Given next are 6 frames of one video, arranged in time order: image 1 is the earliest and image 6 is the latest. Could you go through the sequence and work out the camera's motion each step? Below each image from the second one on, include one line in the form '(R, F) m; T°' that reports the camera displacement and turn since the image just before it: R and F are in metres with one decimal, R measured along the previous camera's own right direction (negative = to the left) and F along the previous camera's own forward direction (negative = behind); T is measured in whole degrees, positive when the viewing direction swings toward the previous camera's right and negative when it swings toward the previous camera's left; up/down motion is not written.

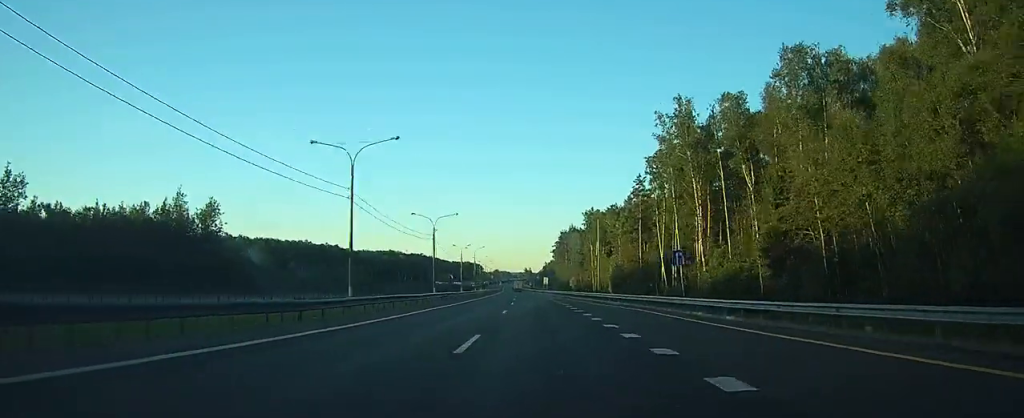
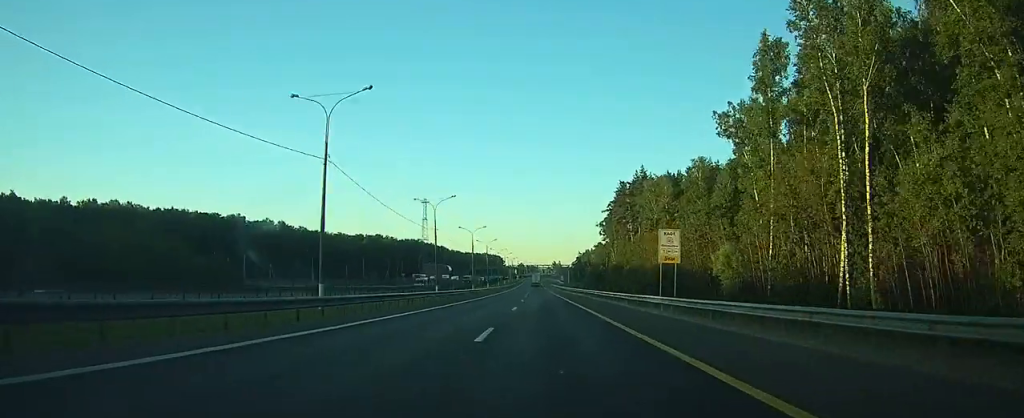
(-3.3, +126.1) m; -3°
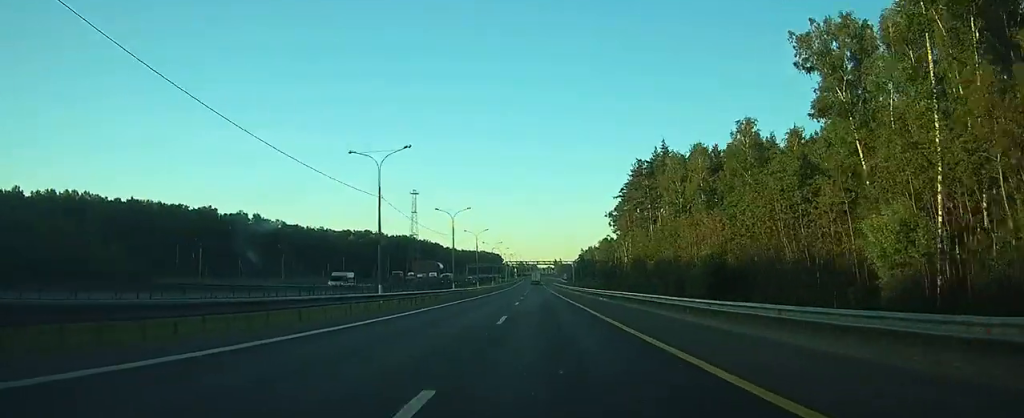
(-0.1, +26.1) m; 0°
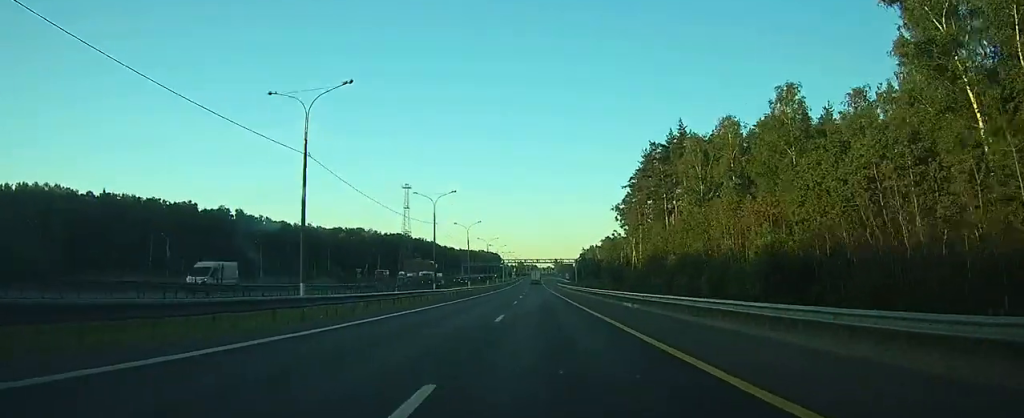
(0.0, +15.6) m; 0°
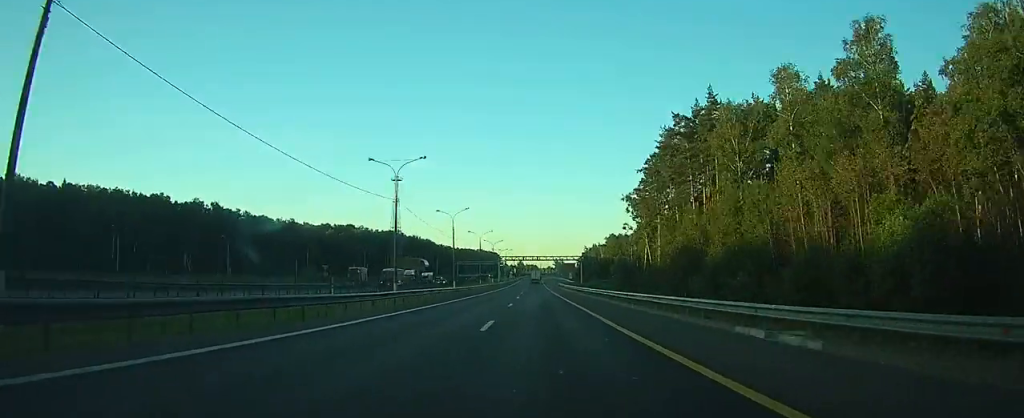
(0.0, +19.7) m; 0°
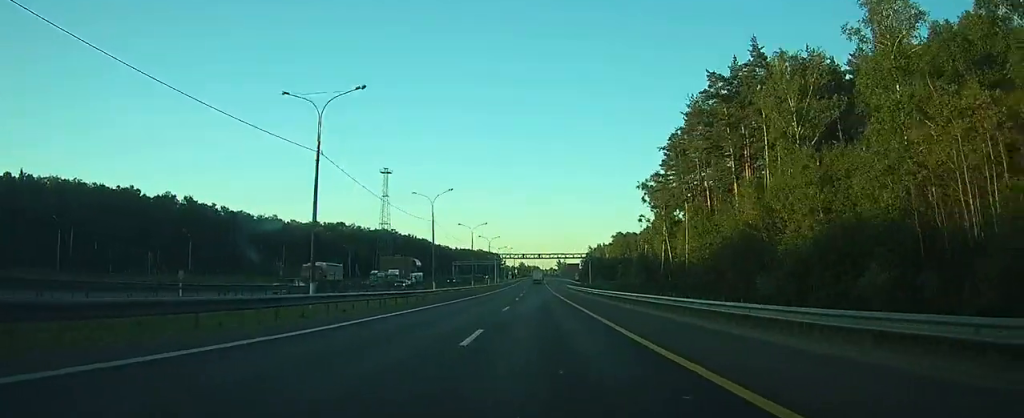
(0.0, +19.7) m; 0°
